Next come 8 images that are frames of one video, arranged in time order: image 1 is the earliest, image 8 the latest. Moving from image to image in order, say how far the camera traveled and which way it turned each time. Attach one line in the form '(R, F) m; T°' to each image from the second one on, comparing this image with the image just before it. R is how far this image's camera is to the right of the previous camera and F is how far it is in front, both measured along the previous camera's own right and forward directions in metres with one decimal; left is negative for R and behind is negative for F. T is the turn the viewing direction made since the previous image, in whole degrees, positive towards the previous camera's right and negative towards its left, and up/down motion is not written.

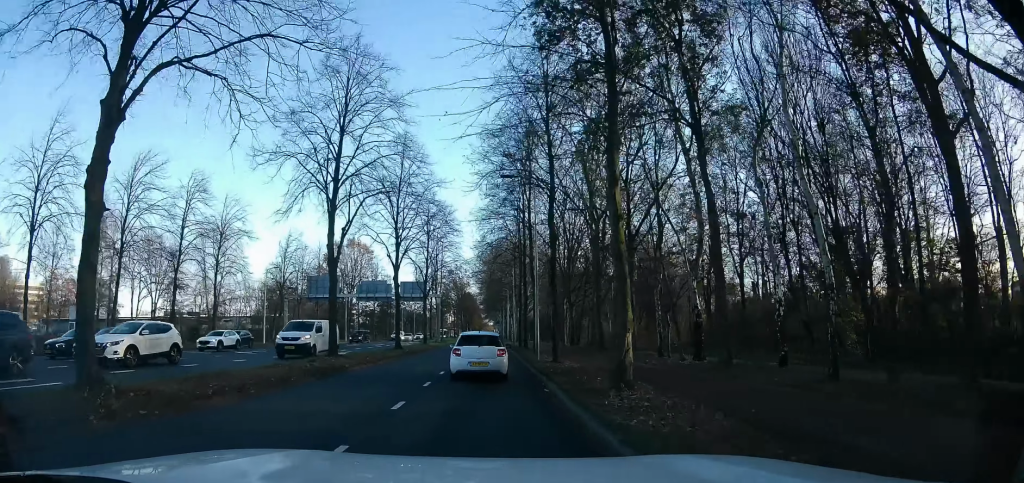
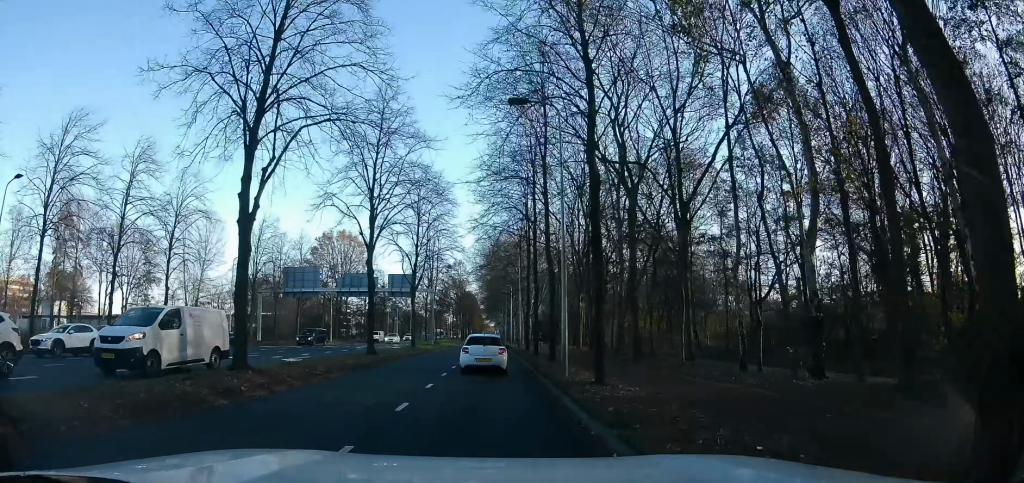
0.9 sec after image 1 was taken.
(+0.3, +8.1) m; -1°
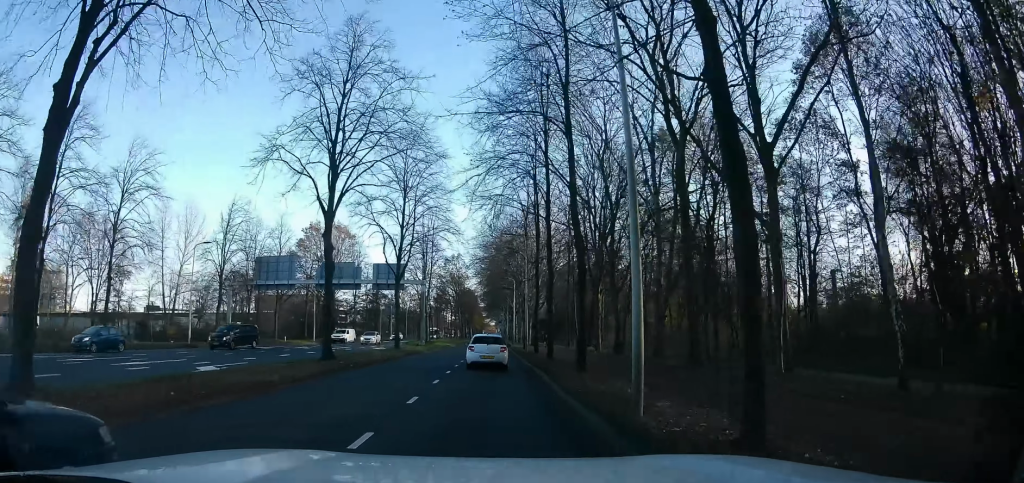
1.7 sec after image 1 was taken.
(-0.7, +7.1) m; -2°
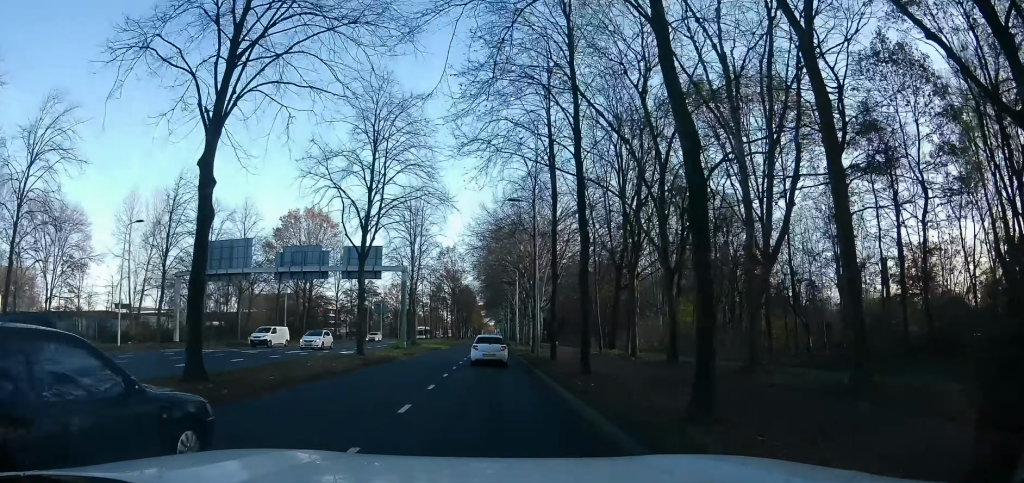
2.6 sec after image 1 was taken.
(+0.7, +9.2) m; 0°
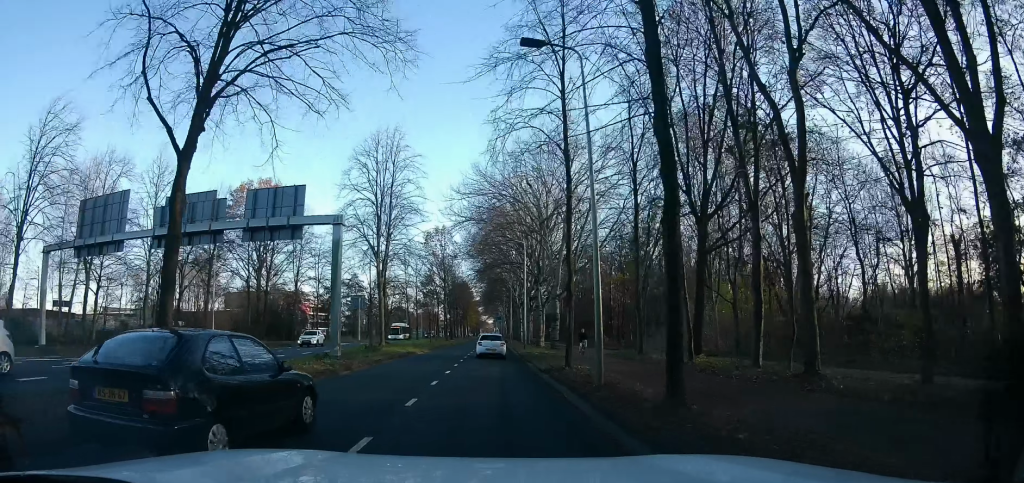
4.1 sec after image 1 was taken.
(-0.4, +15.0) m; +2°
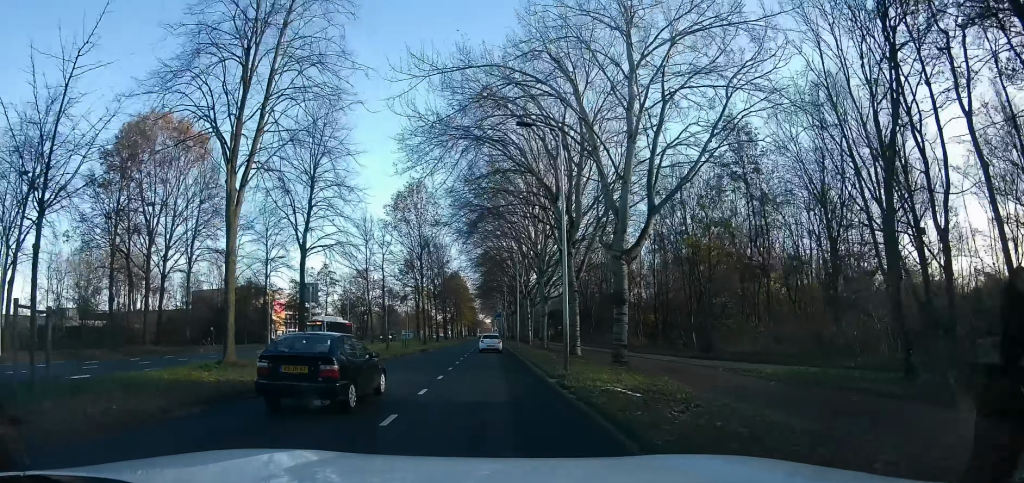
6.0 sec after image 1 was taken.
(-0.8, +21.9) m; -8°
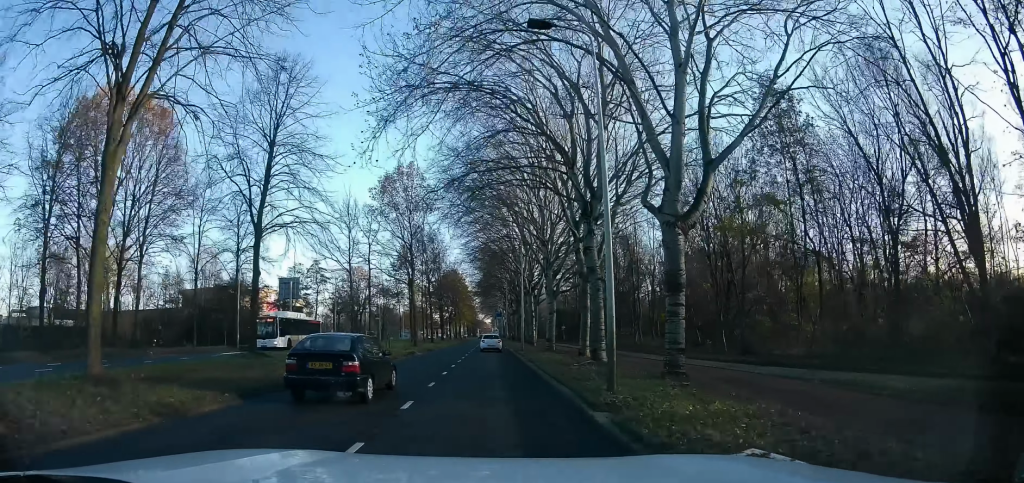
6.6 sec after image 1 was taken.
(-0.8, +6.3) m; -1°
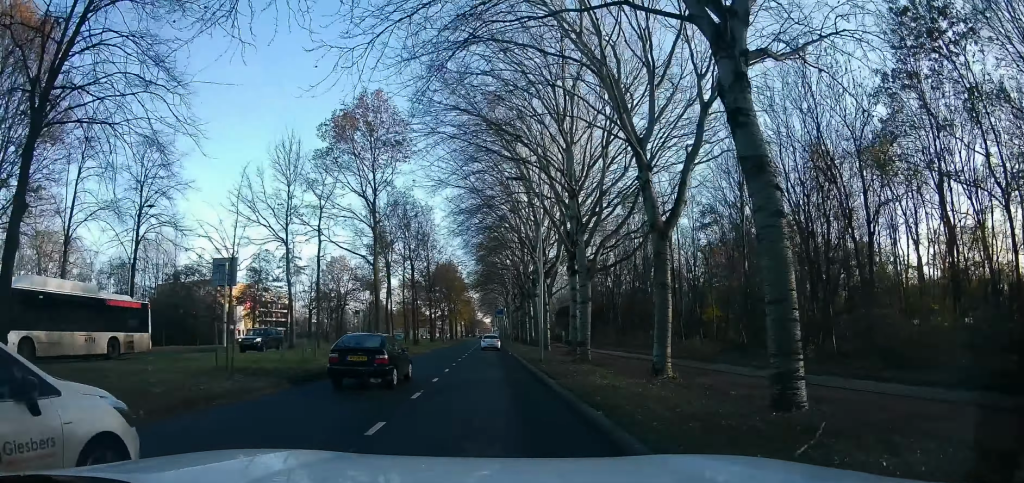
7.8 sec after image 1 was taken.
(+1.8, +14.5) m; +9°
